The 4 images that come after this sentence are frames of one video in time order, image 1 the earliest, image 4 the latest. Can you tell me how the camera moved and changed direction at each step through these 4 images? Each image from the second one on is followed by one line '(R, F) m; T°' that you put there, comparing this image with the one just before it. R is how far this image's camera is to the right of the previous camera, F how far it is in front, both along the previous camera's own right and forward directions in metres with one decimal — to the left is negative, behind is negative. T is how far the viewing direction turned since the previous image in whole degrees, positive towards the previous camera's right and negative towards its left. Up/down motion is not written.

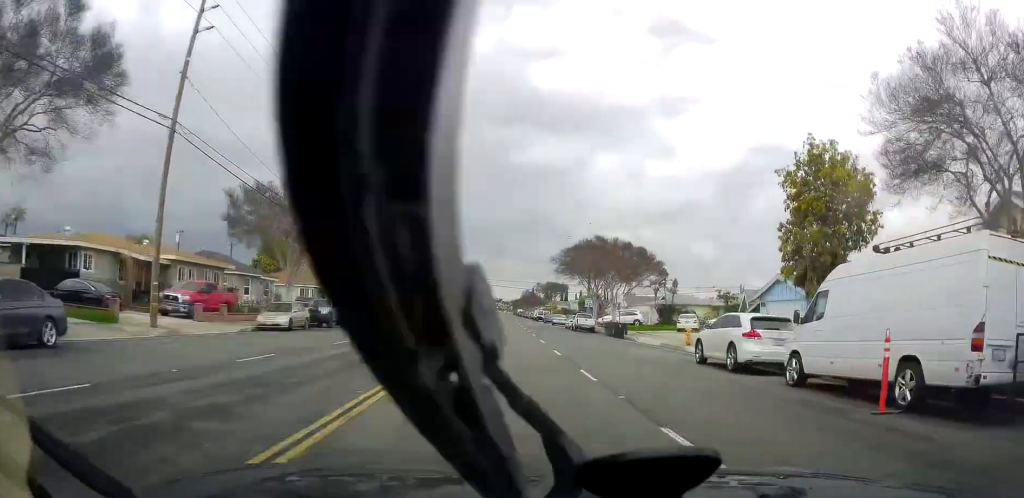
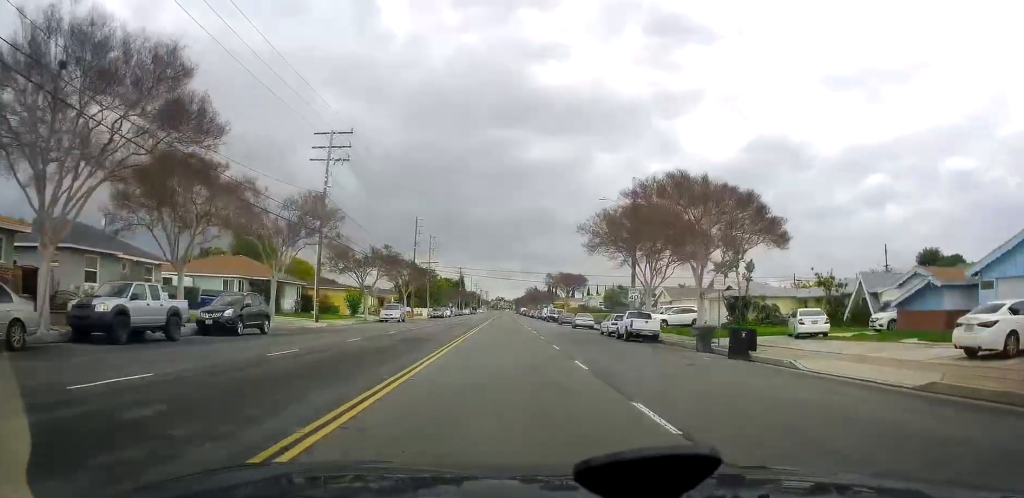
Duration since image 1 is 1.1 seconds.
(-0.1, +20.7) m; -1°
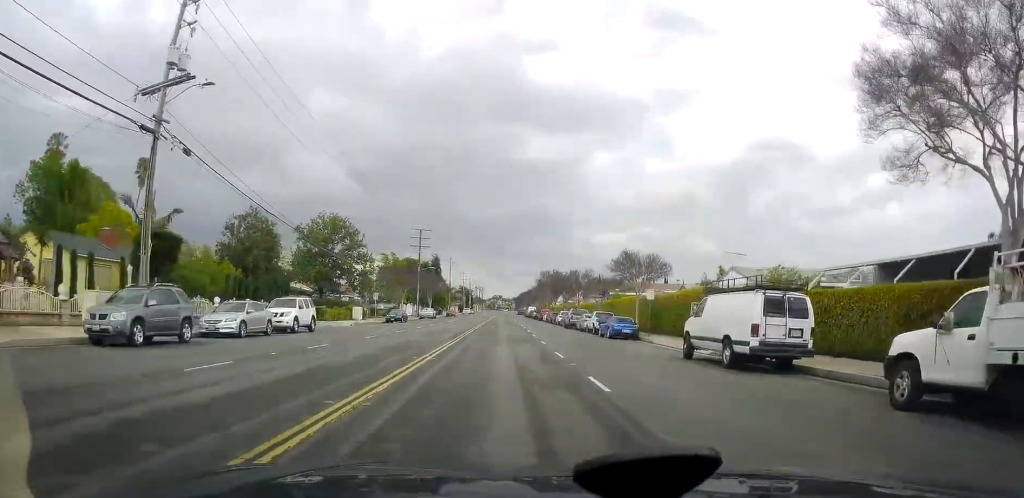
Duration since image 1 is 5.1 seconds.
(-0.8, +78.6) m; -1°
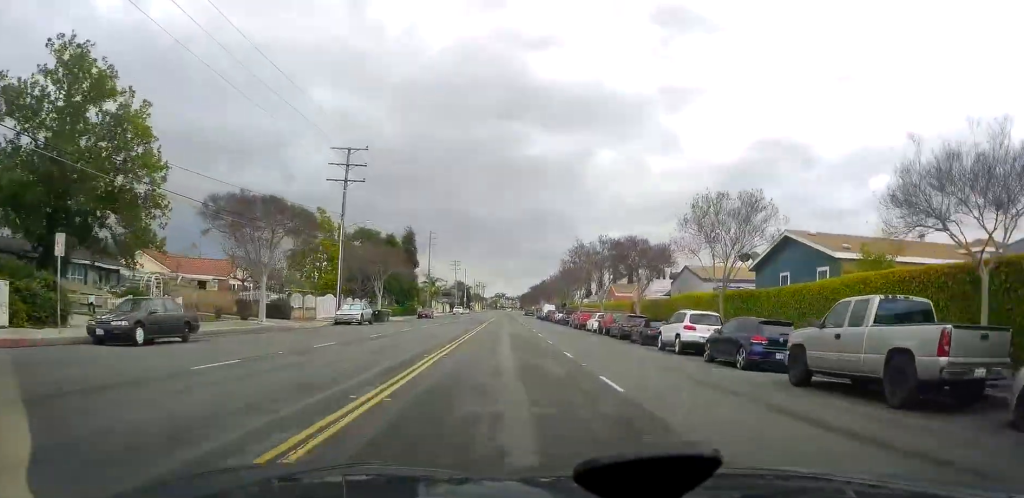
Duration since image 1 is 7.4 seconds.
(+0.6, +44.9) m; -1°
